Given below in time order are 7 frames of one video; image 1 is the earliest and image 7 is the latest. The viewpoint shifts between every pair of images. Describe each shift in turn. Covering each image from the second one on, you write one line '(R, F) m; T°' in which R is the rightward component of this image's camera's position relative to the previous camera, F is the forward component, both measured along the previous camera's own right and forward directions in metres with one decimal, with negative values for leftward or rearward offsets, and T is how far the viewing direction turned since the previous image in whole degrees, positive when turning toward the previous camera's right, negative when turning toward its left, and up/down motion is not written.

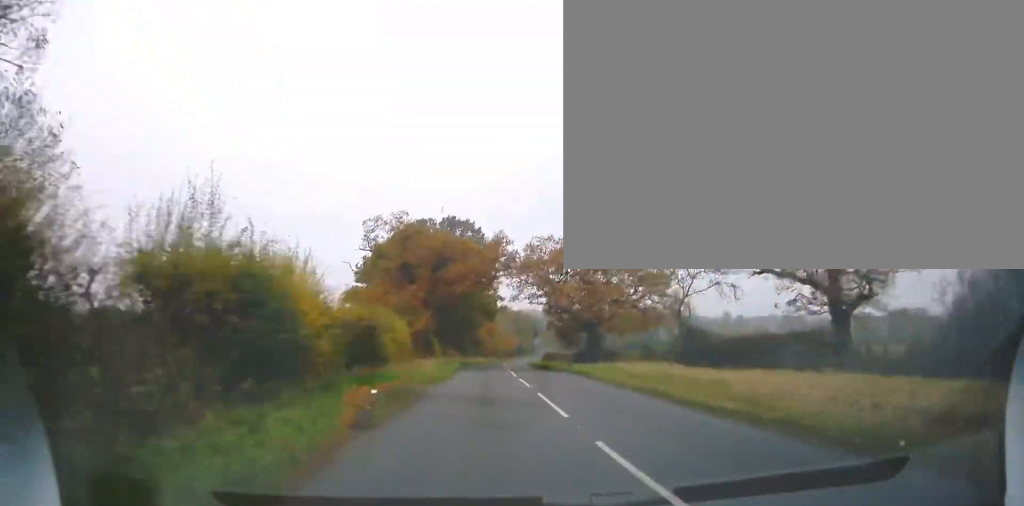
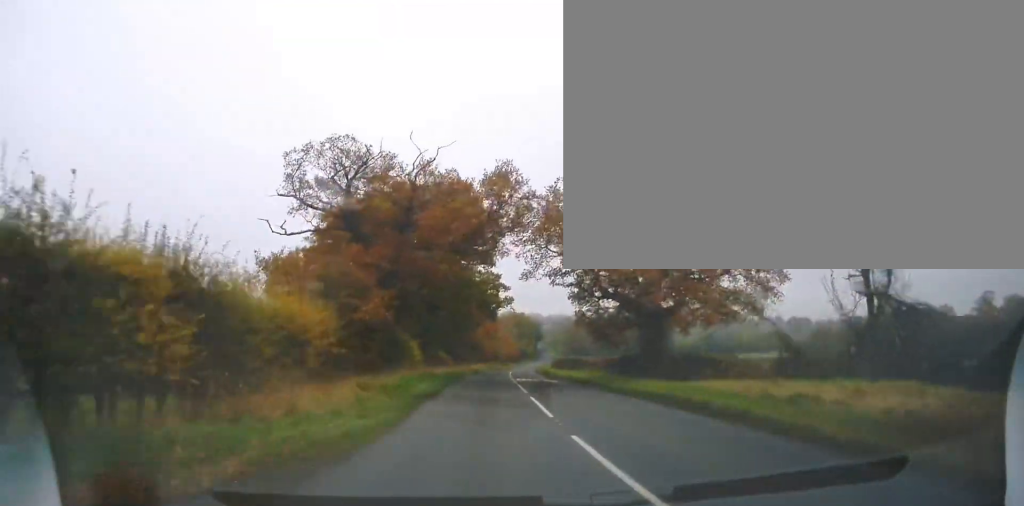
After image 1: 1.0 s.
(0.0, +16.9) m; 0°
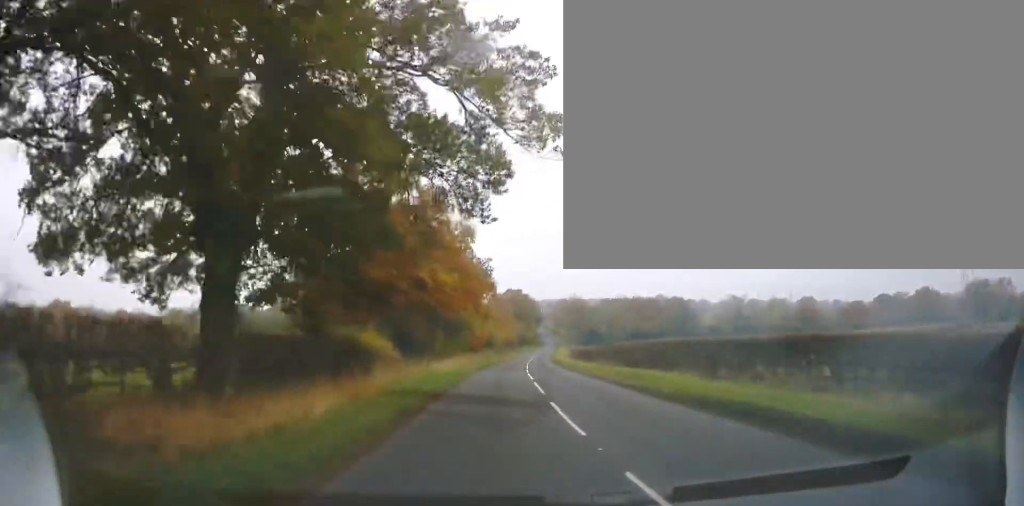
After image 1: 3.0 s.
(+0.6, +38.1) m; +1°
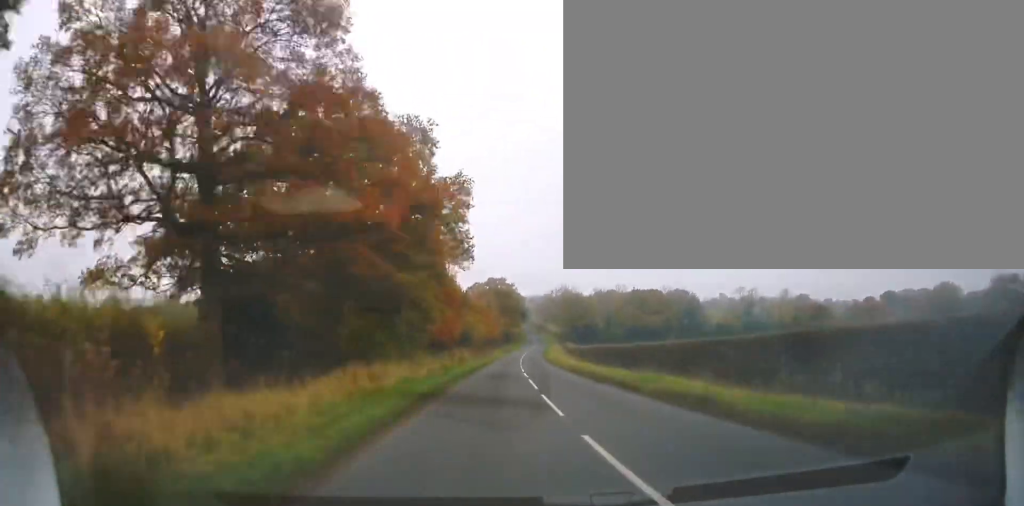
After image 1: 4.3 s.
(+0.1, +23.7) m; +1°
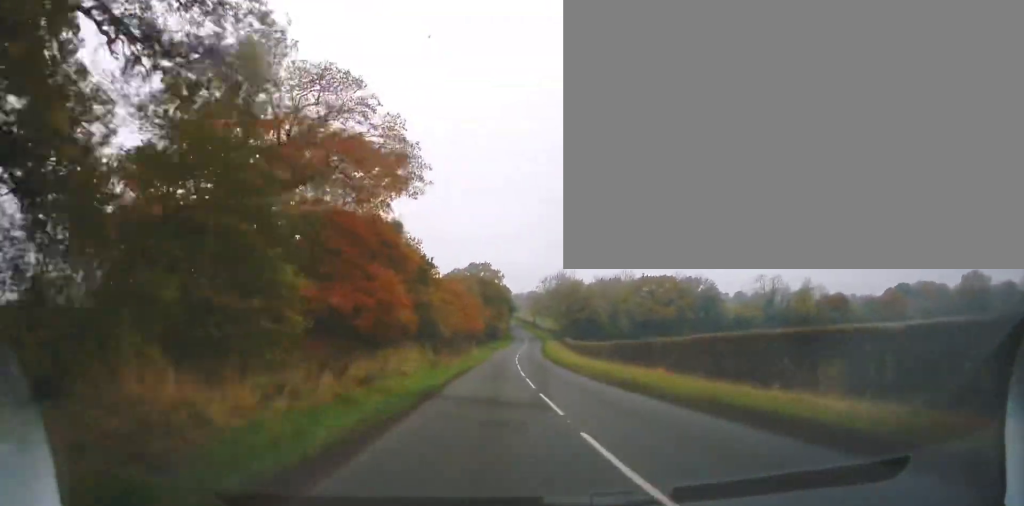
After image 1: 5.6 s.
(+0.7, +25.8) m; +2°
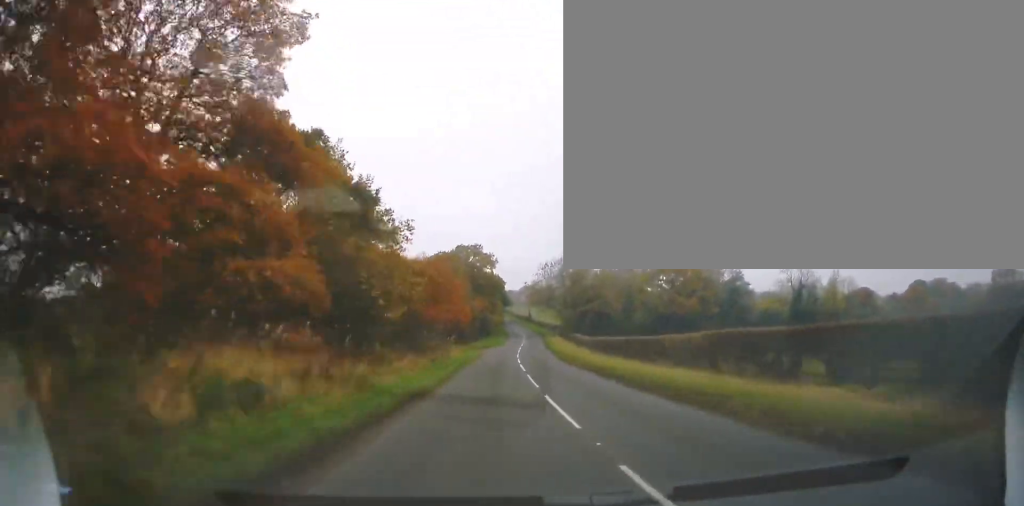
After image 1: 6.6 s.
(+0.2, +20.4) m; +1°
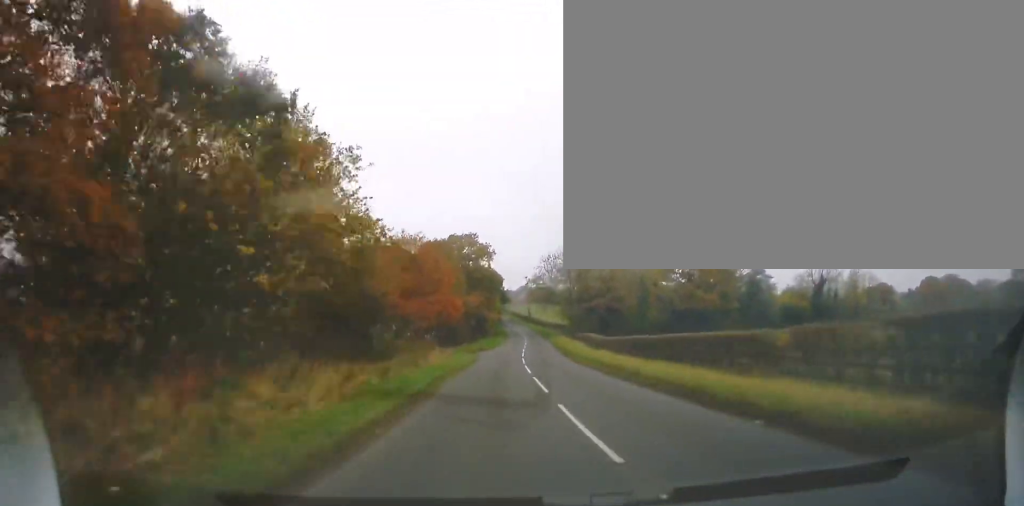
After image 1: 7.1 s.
(-0.4, +11.7) m; +1°
